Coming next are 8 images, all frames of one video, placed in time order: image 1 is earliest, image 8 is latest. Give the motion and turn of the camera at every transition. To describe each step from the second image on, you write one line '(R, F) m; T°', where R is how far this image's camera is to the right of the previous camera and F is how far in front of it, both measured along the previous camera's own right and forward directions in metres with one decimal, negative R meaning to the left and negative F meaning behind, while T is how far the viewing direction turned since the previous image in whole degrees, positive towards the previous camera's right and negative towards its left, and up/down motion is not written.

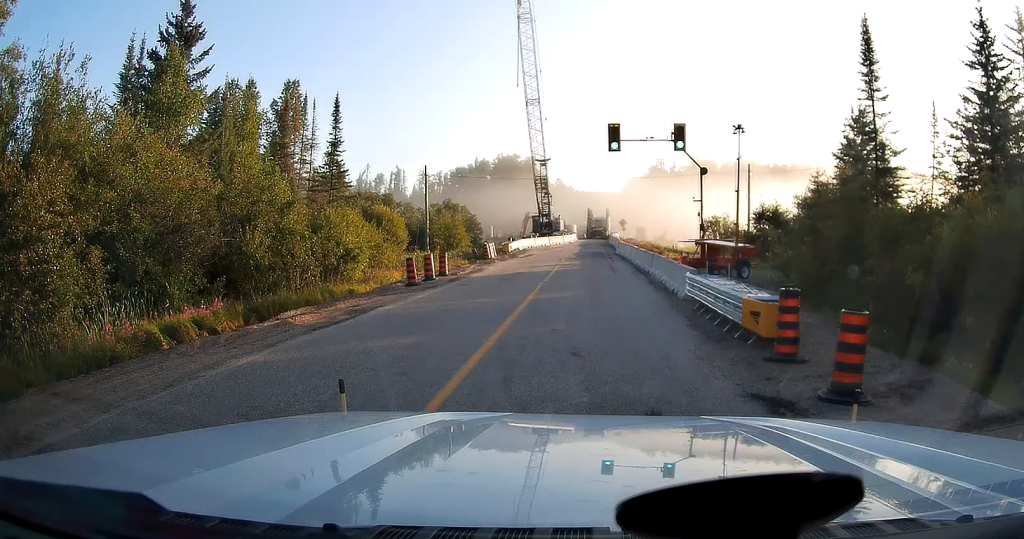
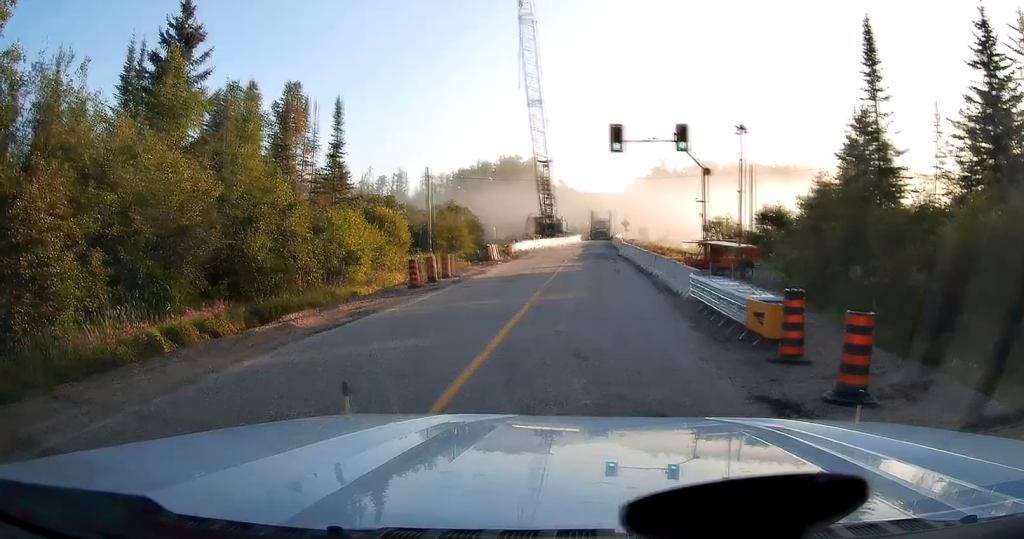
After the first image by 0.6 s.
(0.0, 0.0) m; 0°
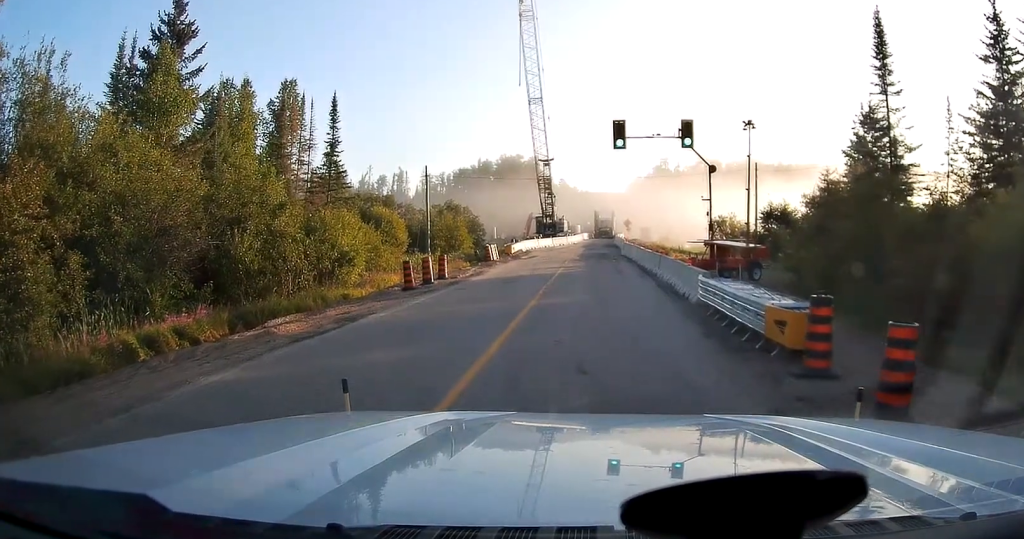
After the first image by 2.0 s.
(0.0, 0.0) m; 0°
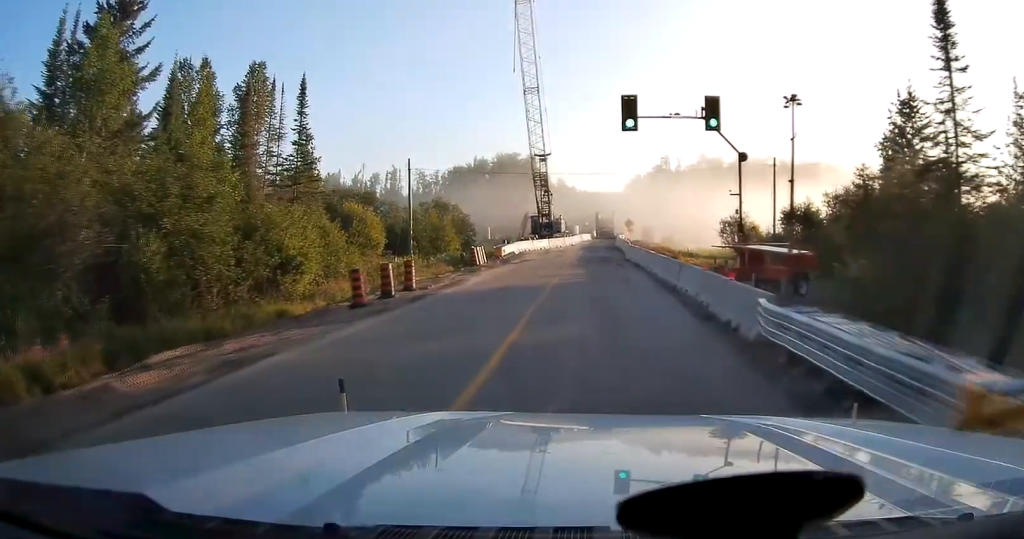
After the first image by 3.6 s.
(0.0, +1.0) m; -1°
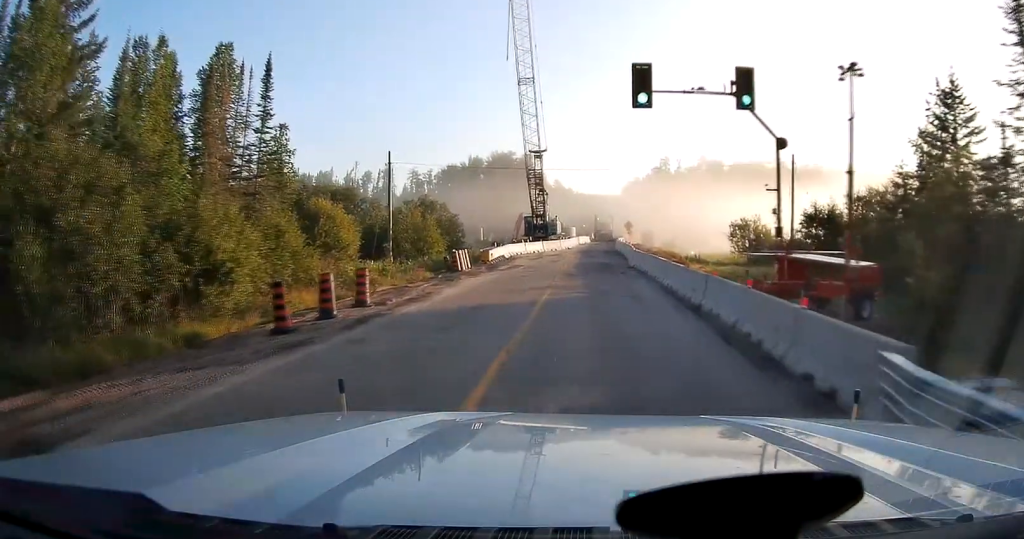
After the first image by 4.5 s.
(0.0, +2.5) m; -3°
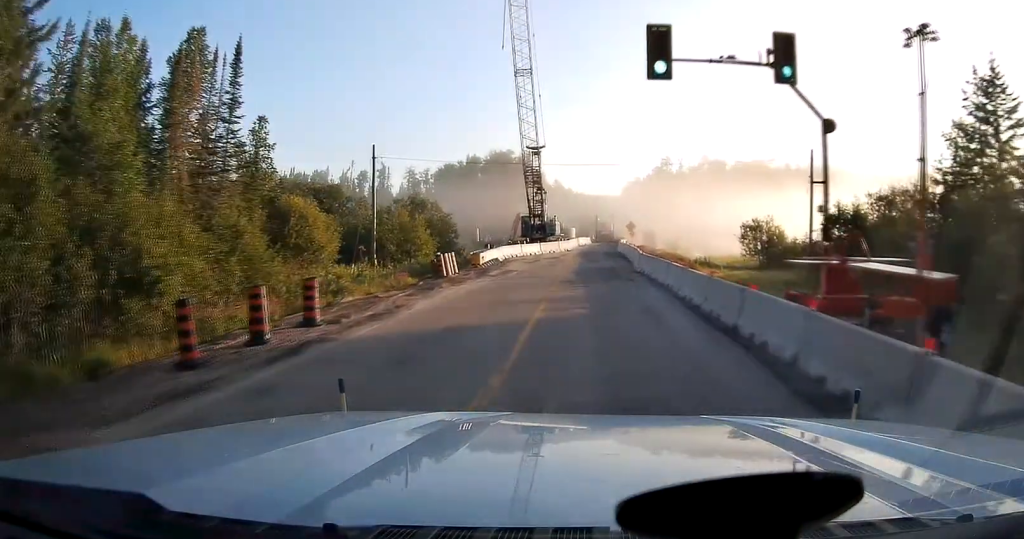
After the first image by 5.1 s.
(0.0, +2.6) m; -2°
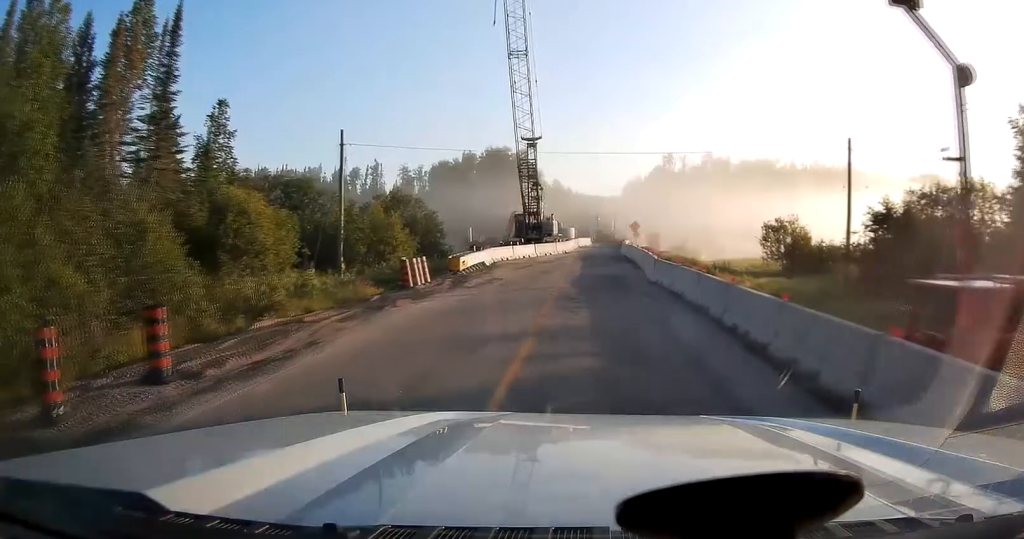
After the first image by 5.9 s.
(-0.1, +4.8) m; -1°
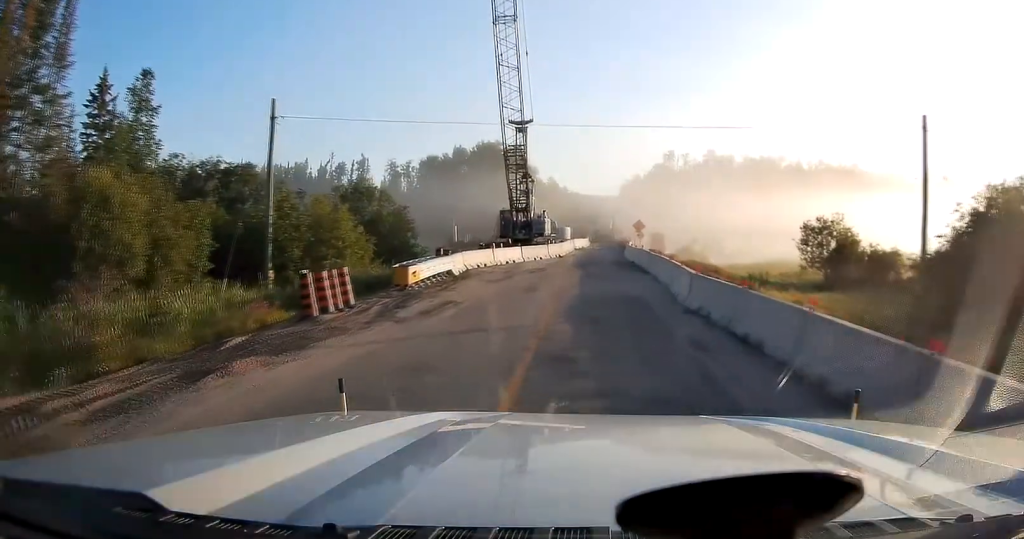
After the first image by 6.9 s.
(+0.1, +7.3) m; 0°
